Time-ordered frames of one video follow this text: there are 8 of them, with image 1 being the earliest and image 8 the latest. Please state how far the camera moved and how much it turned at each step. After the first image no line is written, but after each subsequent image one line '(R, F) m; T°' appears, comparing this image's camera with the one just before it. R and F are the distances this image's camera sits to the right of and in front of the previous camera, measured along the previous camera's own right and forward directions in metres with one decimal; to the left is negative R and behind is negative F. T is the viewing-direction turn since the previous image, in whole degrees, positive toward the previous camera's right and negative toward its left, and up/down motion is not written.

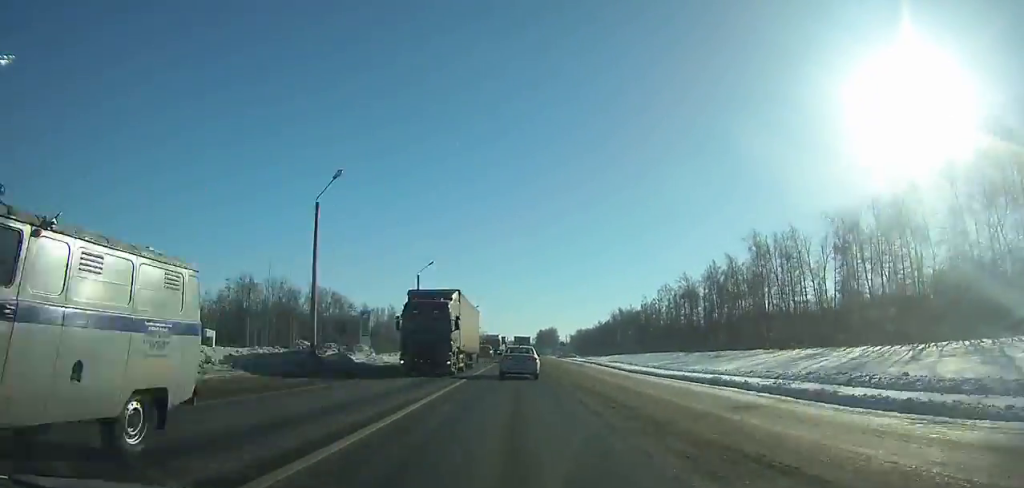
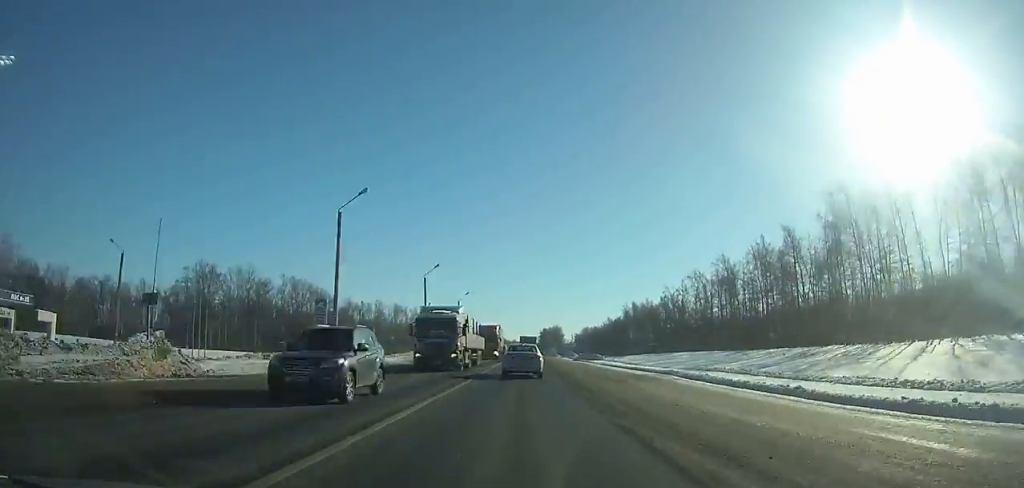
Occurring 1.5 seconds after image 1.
(+0.2, +26.9) m; 0°
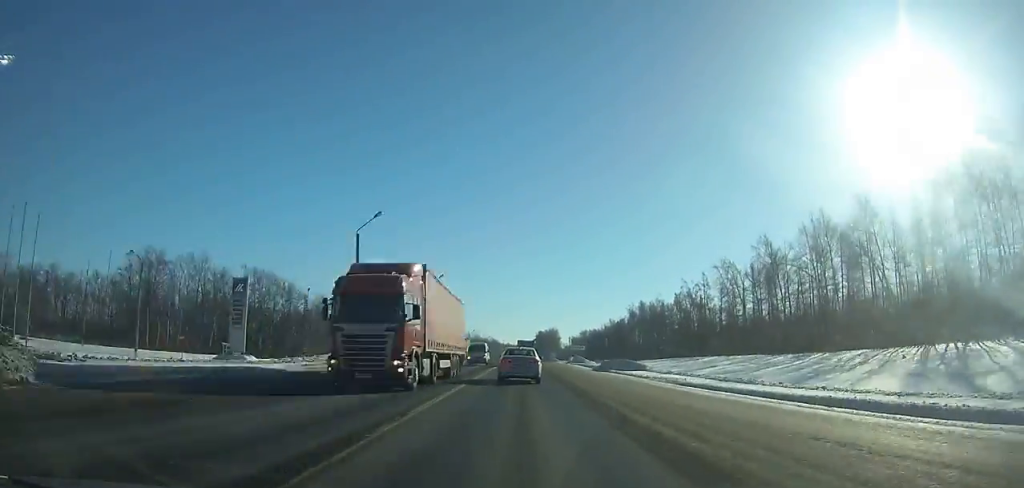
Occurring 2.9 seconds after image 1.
(0.0, +25.1) m; 0°
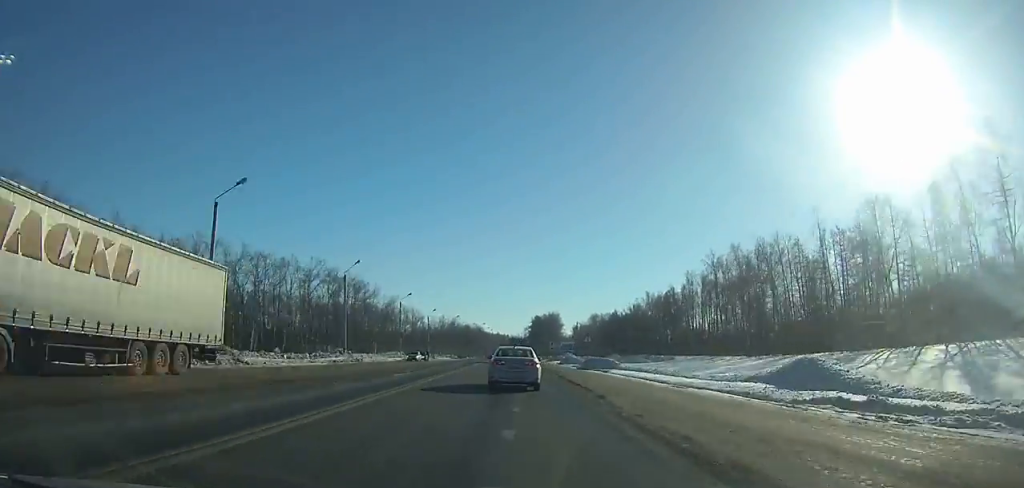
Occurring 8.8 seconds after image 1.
(+1.0, +98.7) m; 0°
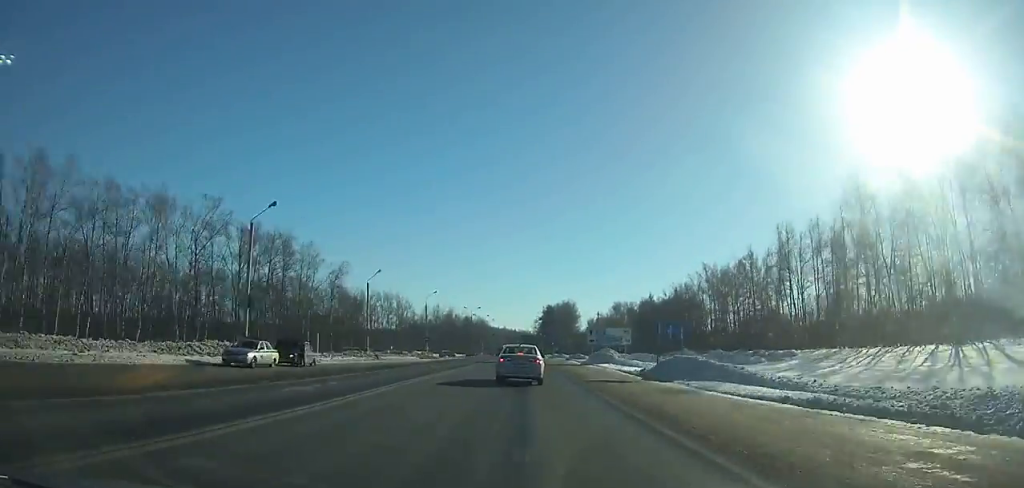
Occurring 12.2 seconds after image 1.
(-0.2, +48.9) m; 0°
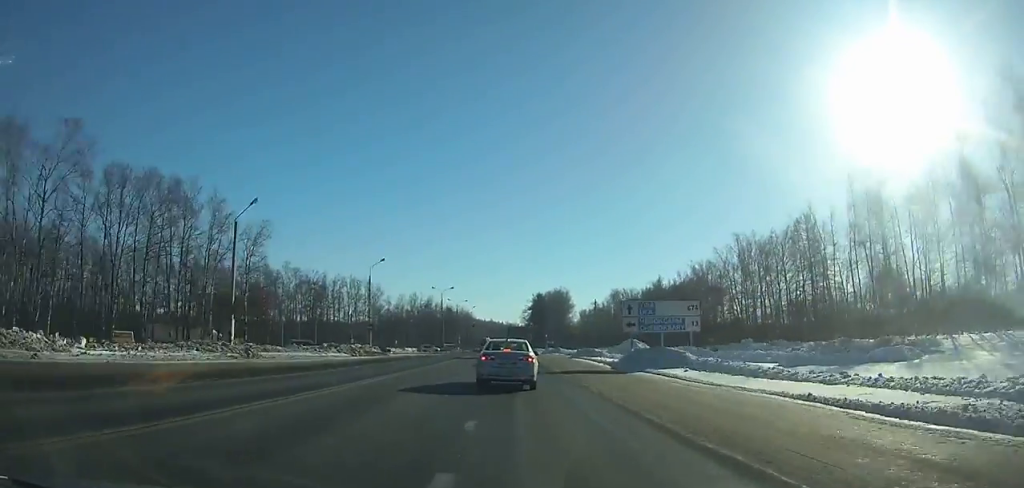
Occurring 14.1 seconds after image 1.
(+0.3, +22.3) m; 0°
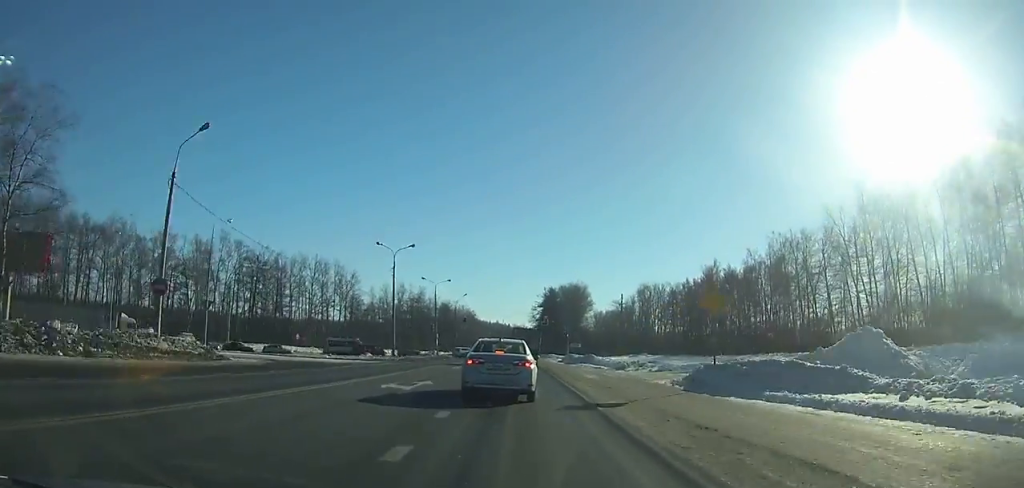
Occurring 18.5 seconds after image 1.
(0.0, +39.8) m; 0°
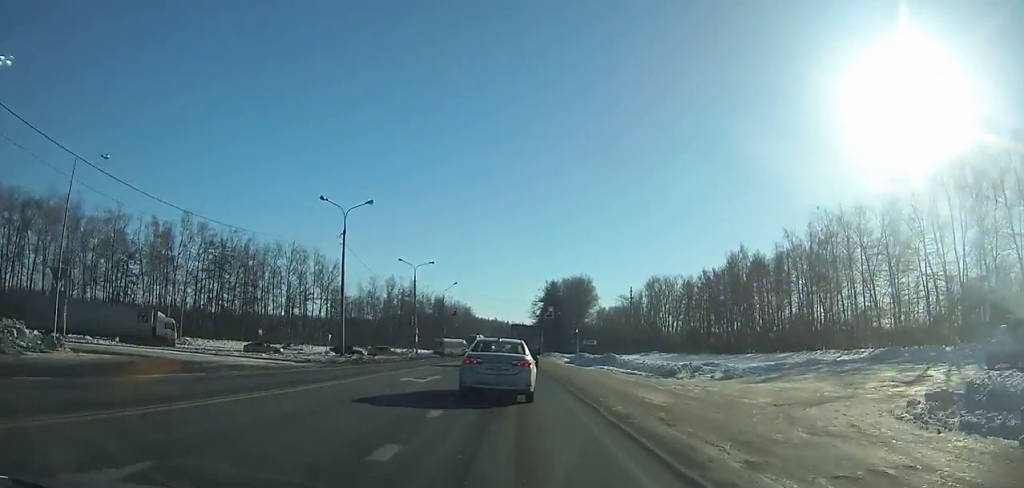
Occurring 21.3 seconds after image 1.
(+0.1, +15.9) m; 0°
